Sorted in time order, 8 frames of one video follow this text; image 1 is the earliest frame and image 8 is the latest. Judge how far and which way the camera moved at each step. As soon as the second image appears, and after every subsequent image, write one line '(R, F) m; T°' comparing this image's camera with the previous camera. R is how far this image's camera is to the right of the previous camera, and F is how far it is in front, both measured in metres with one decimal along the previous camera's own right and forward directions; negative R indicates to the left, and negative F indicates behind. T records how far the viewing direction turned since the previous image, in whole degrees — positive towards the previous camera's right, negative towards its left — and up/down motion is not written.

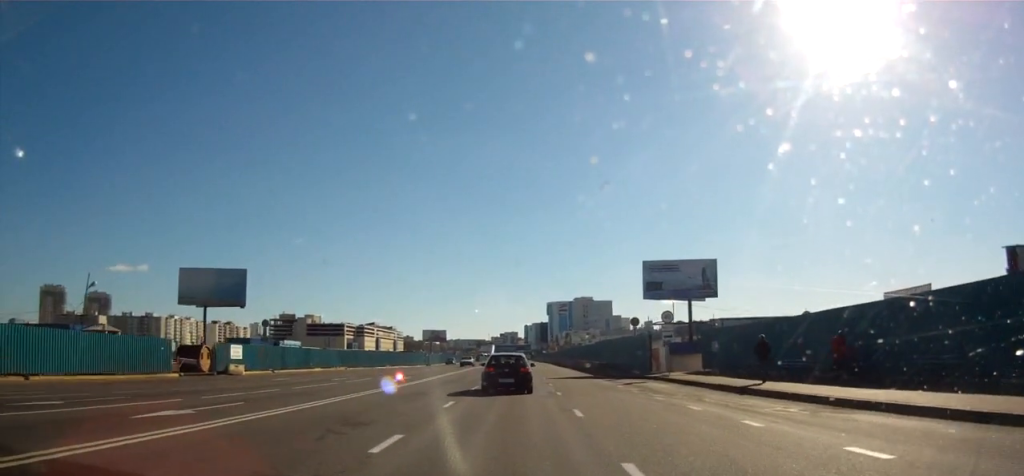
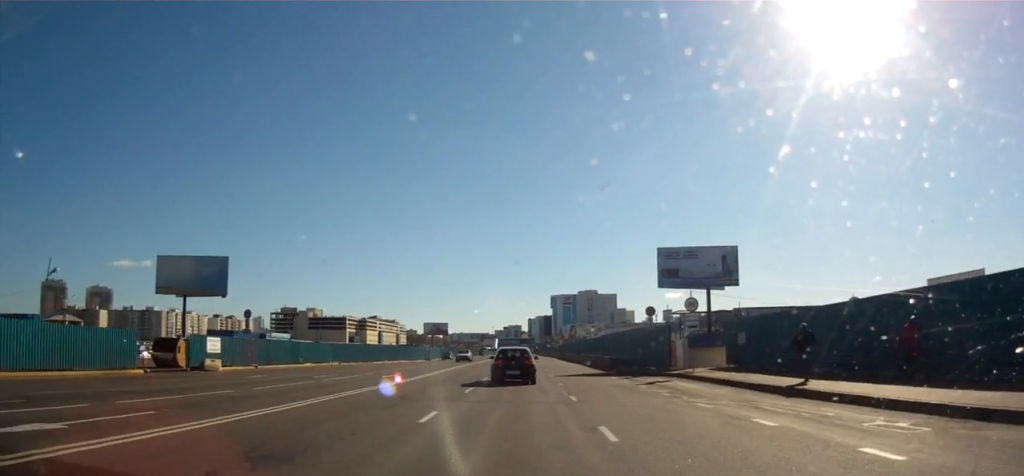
(+0.1, +4.2) m; +1°
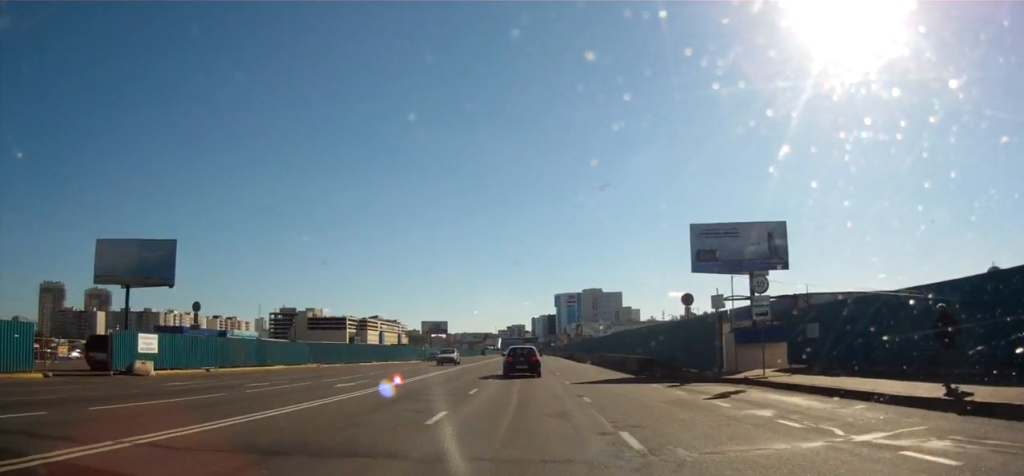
(-0.1, +8.3) m; 0°
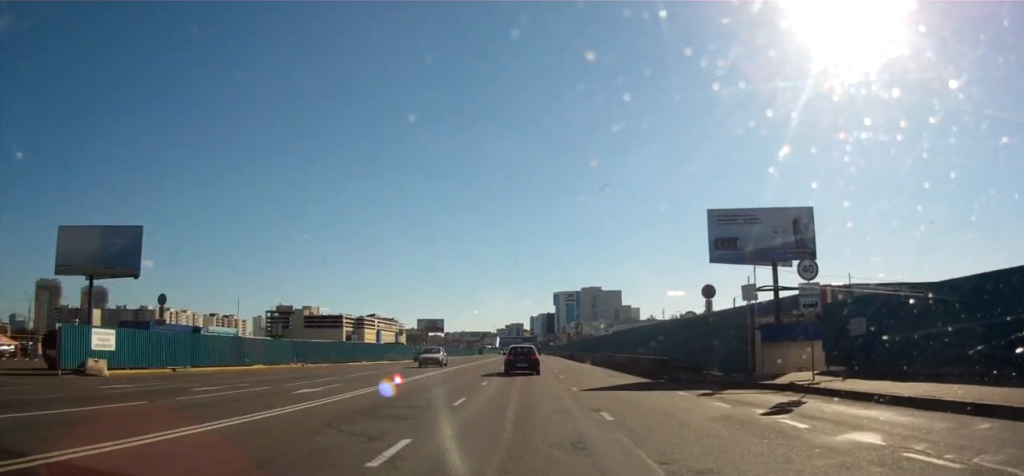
(+0.1, +4.2) m; 0°
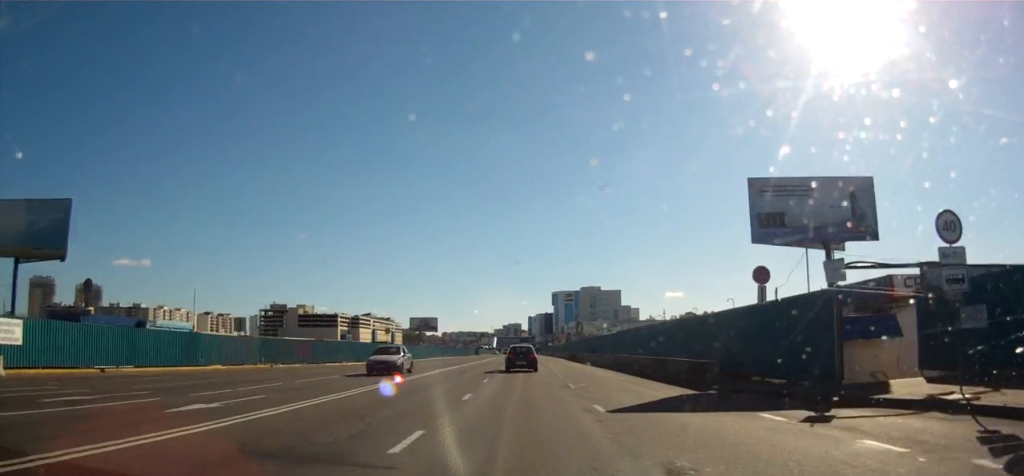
(+0.1, +7.0) m; -1°
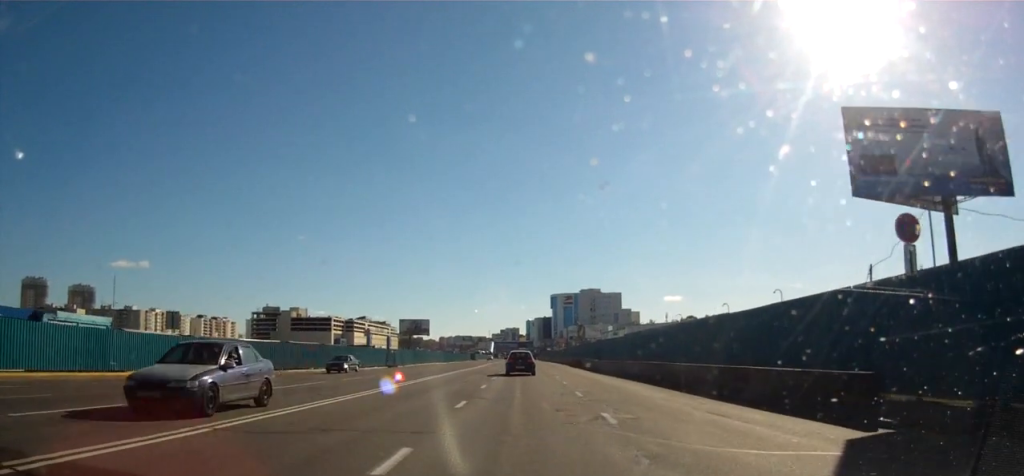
(-0.3, +10.2) m; -1°
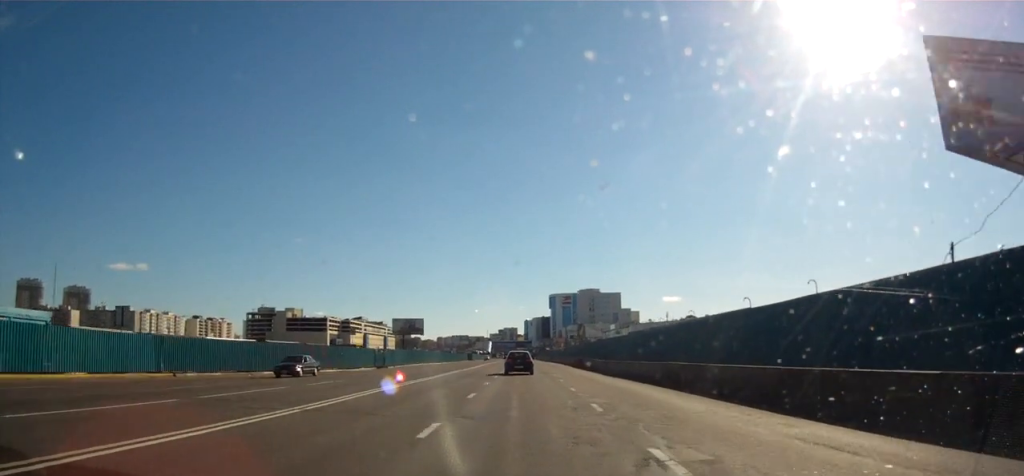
(0.0, +5.1) m; +1°
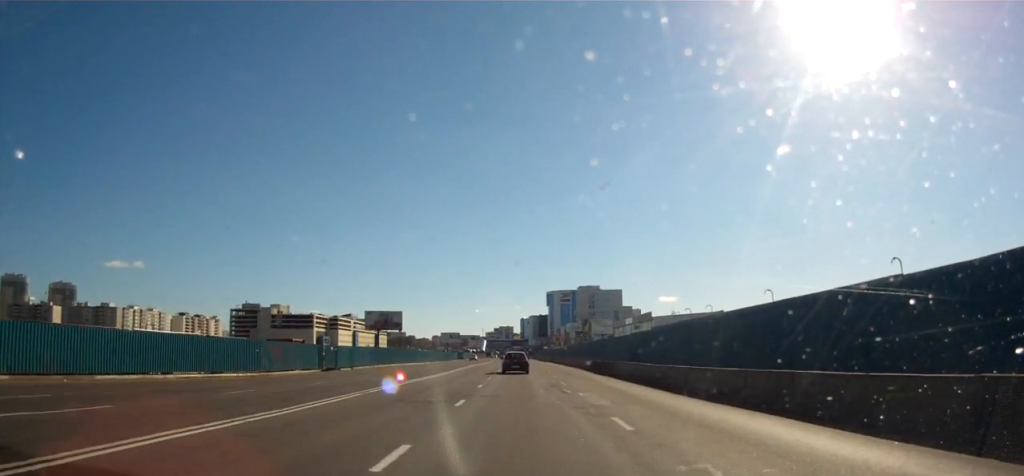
(+0.6, +19.4) m; -1°
